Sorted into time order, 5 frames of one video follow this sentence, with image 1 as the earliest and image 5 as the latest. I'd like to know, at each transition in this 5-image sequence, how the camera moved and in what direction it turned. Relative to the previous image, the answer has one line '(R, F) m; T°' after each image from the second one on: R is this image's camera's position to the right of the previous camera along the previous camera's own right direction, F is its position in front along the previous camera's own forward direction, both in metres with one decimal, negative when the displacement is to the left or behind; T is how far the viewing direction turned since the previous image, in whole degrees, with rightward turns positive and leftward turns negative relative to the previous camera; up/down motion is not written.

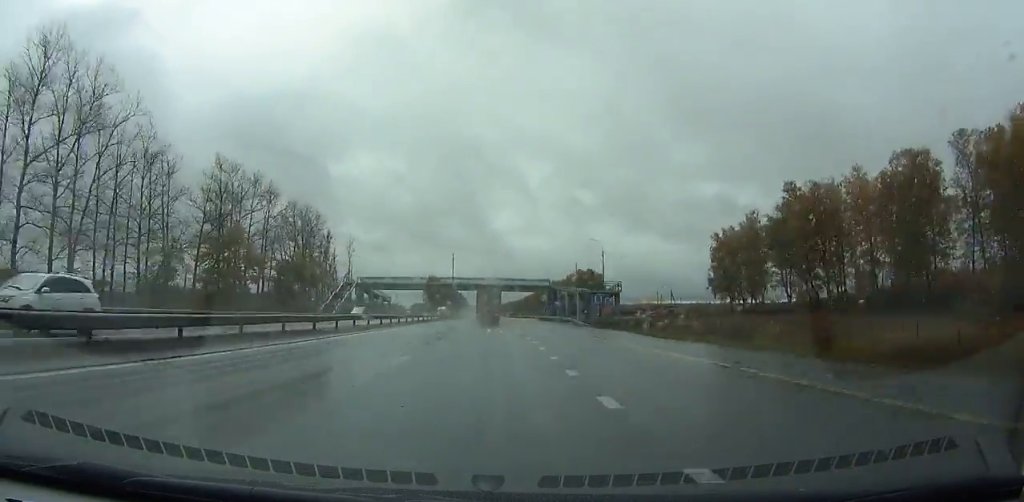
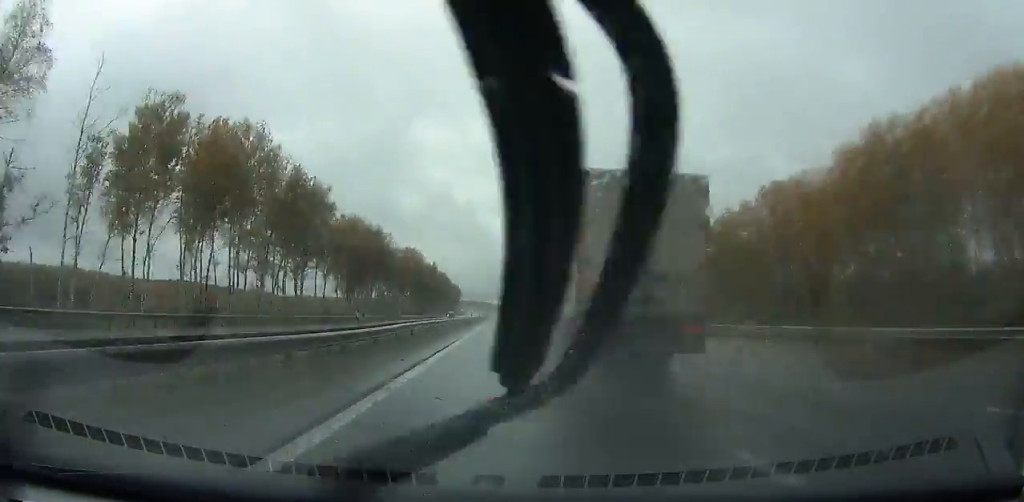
(-5.2, +336.1) m; 0°
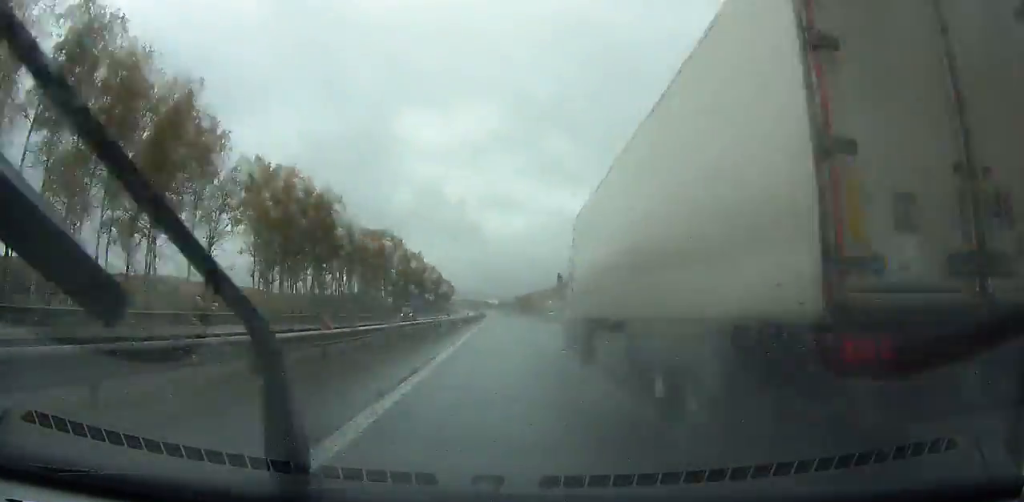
(0.0, +36.5) m; 0°
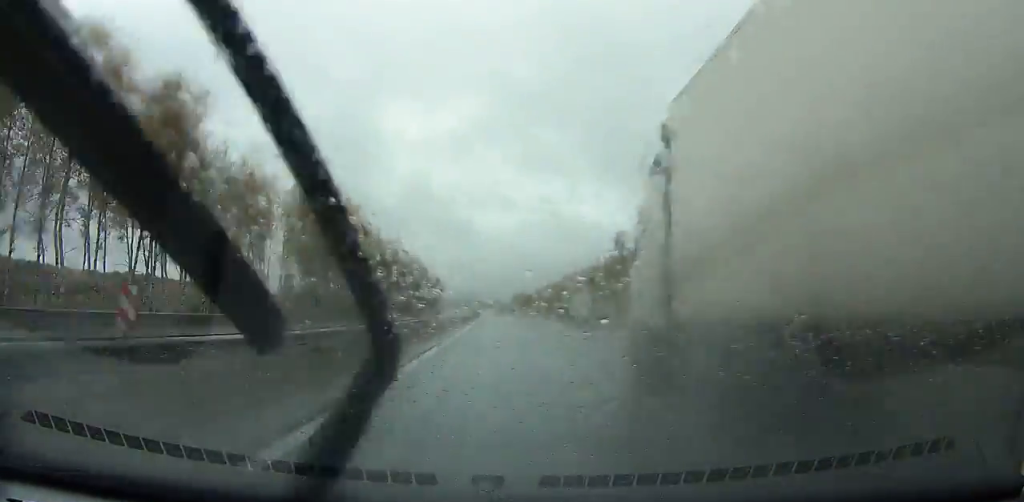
(+0.1, +43.2) m; 0°
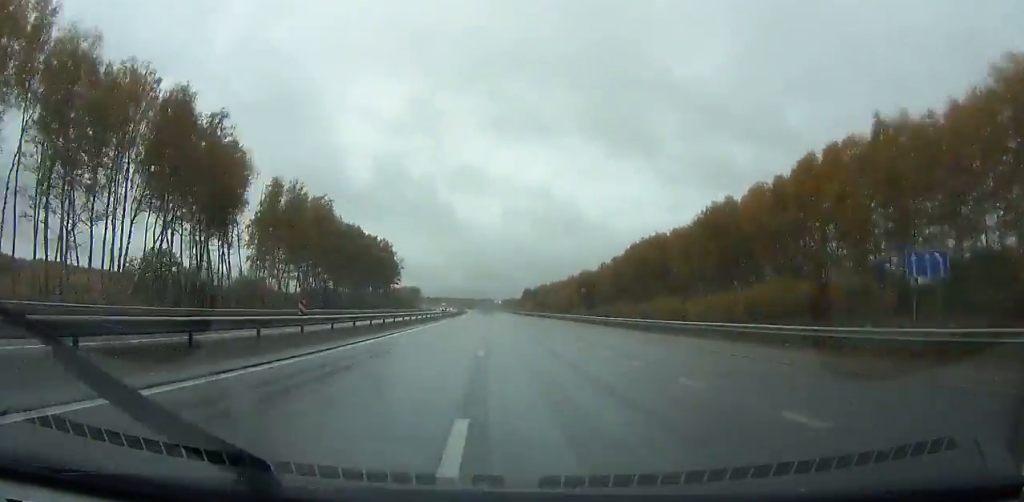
(0.0, +165.4) m; -1°
